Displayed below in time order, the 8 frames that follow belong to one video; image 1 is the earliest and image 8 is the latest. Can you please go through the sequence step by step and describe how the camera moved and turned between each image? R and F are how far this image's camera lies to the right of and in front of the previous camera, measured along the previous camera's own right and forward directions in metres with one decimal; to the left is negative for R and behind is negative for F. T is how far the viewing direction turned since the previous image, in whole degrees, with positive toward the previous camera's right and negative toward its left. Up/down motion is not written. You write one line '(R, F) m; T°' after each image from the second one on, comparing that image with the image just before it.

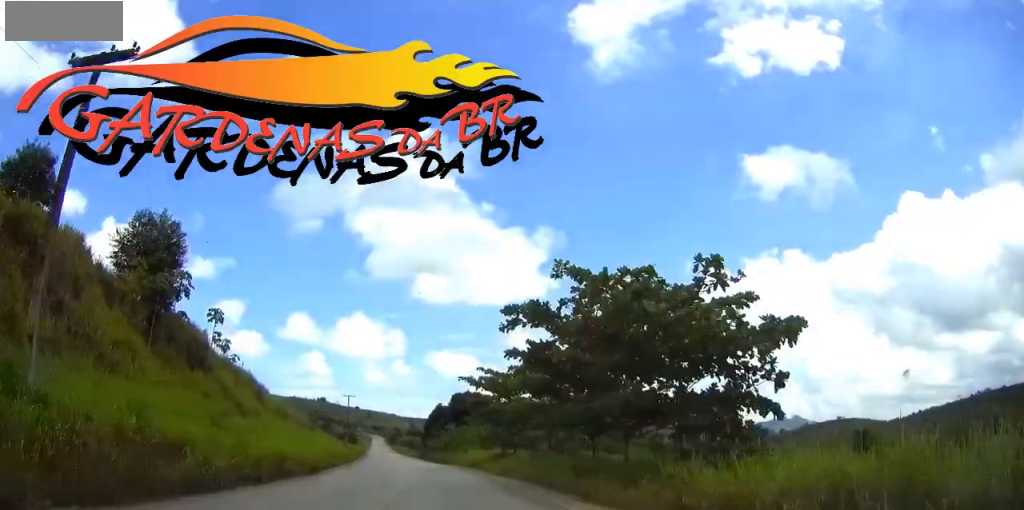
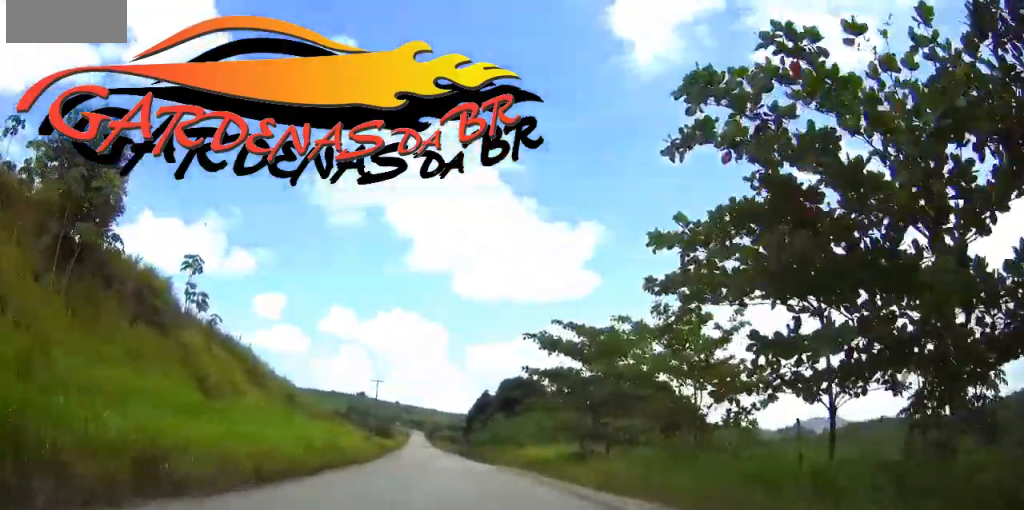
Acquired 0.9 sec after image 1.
(-0.3, +14.5) m; -2°
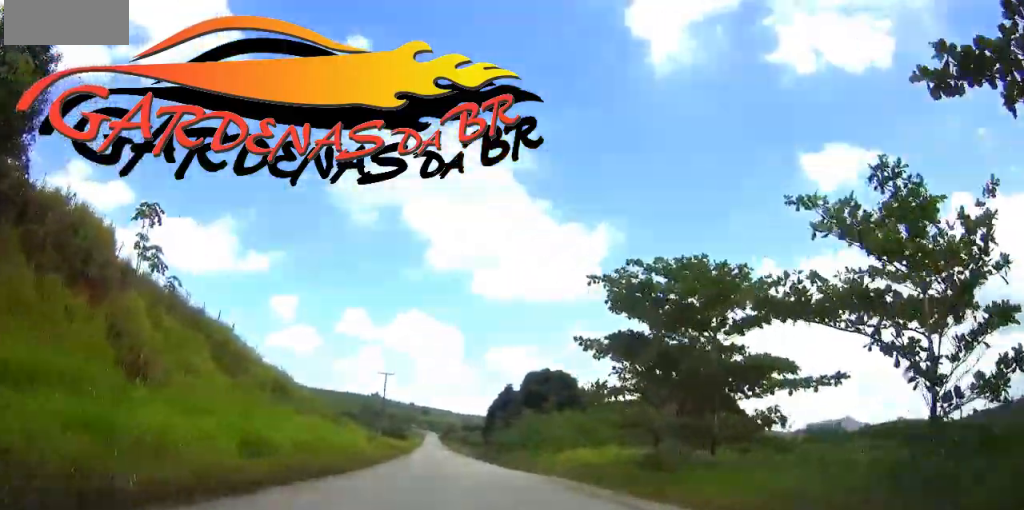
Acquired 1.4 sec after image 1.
(0.0, +9.6) m; -1°
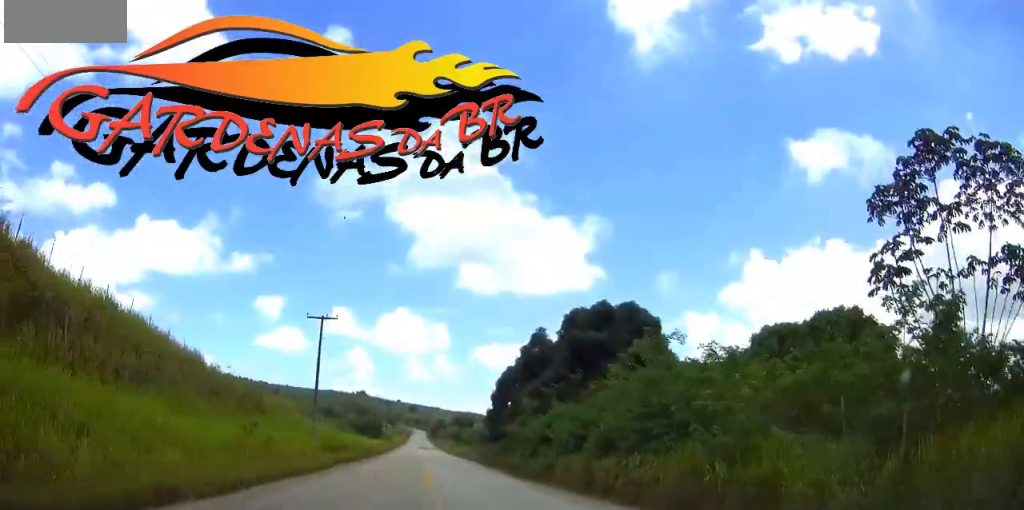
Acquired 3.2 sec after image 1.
(-0.3, +30.7) m; -1°
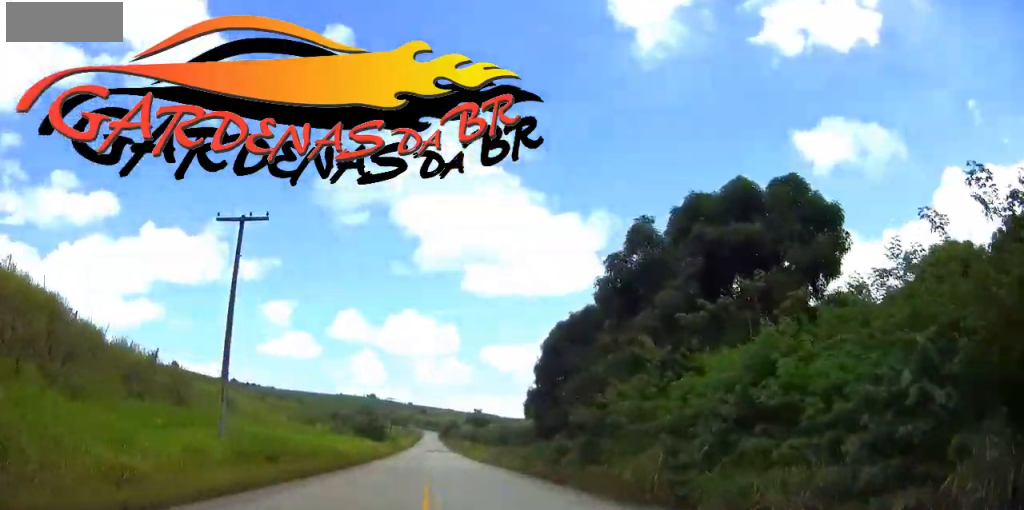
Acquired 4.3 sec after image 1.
(-0.1, +18.7) m; 0°
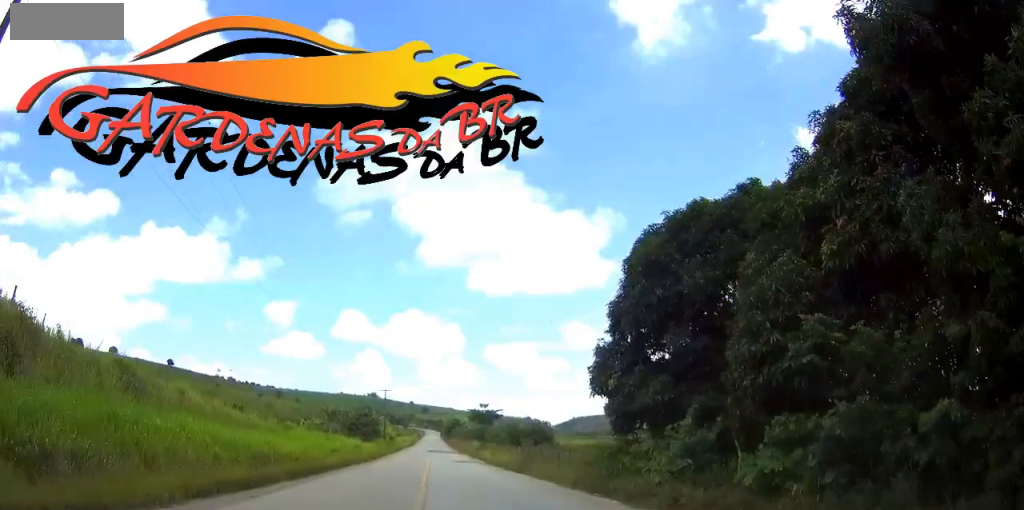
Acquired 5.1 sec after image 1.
(-0.1, +15.0) m; 0°
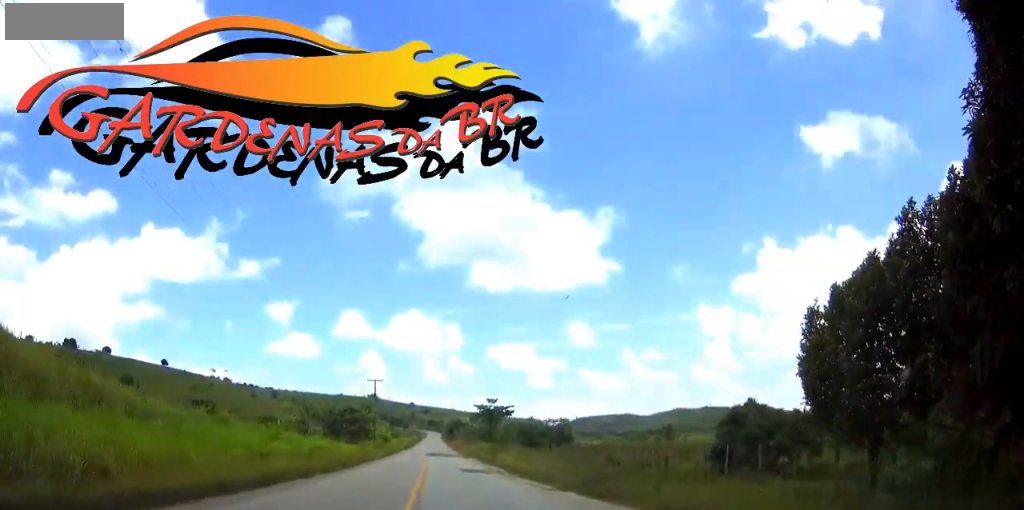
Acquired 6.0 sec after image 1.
(0.0, +16.4) m; 0°
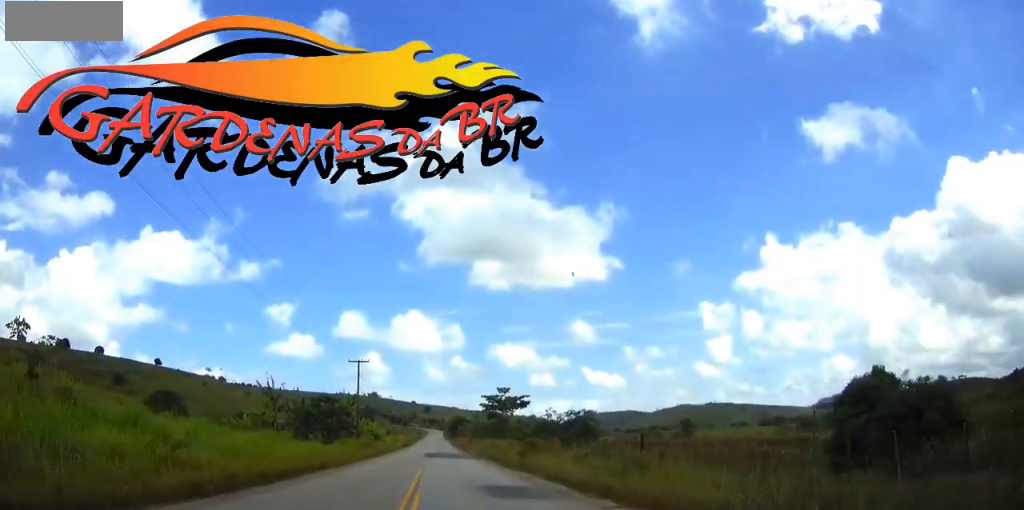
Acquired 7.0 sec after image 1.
(0.0, +17.1) m; 0°
